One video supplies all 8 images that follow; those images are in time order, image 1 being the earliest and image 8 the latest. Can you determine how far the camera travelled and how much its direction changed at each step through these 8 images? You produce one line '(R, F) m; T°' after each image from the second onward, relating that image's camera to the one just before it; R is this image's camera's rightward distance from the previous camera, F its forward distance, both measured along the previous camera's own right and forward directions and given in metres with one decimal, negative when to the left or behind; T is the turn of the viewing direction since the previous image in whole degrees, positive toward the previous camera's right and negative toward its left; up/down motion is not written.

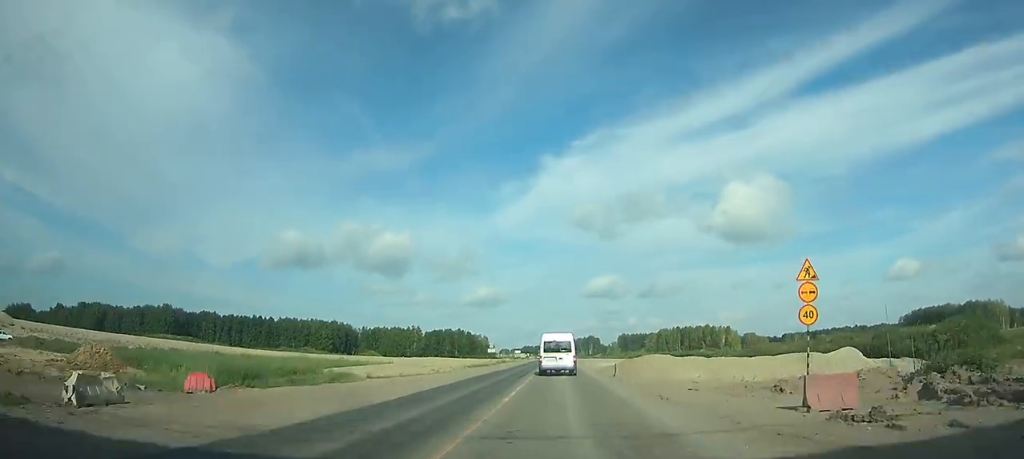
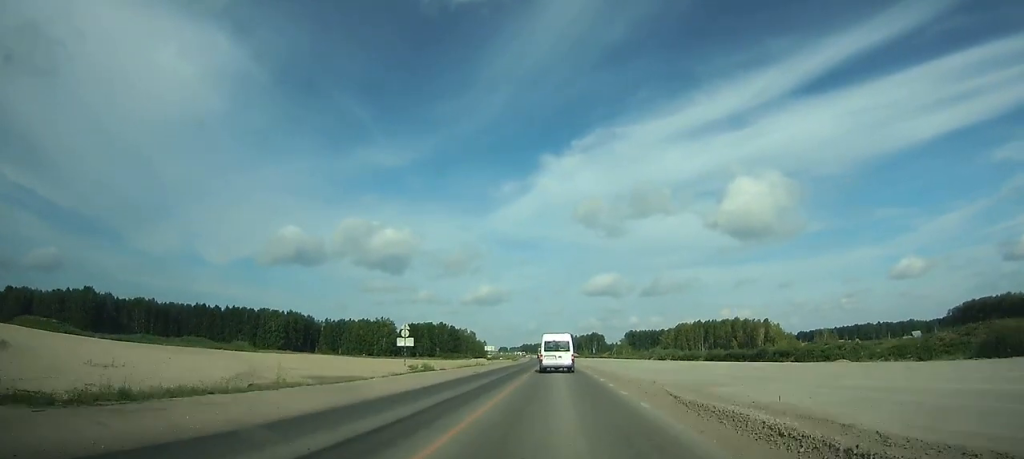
(-0.2, +68.6) m; -1°
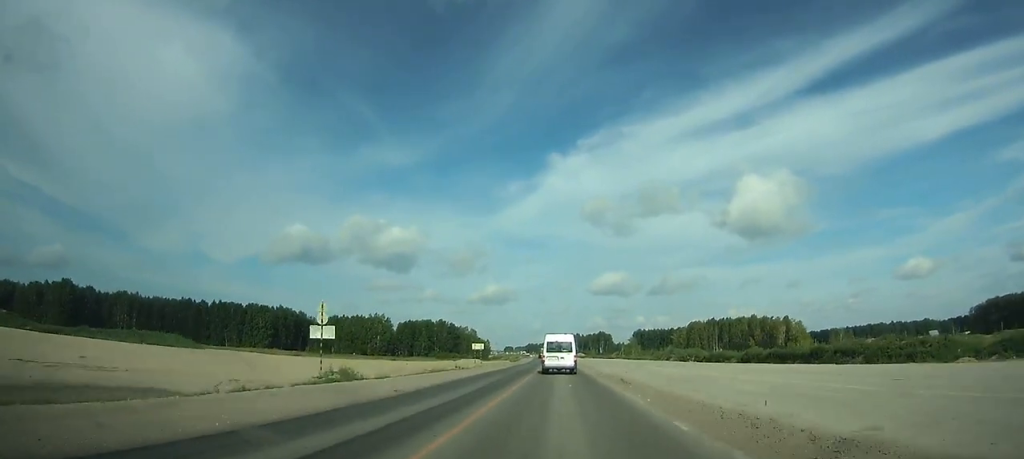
(-0.1, +19.6) m; 0°
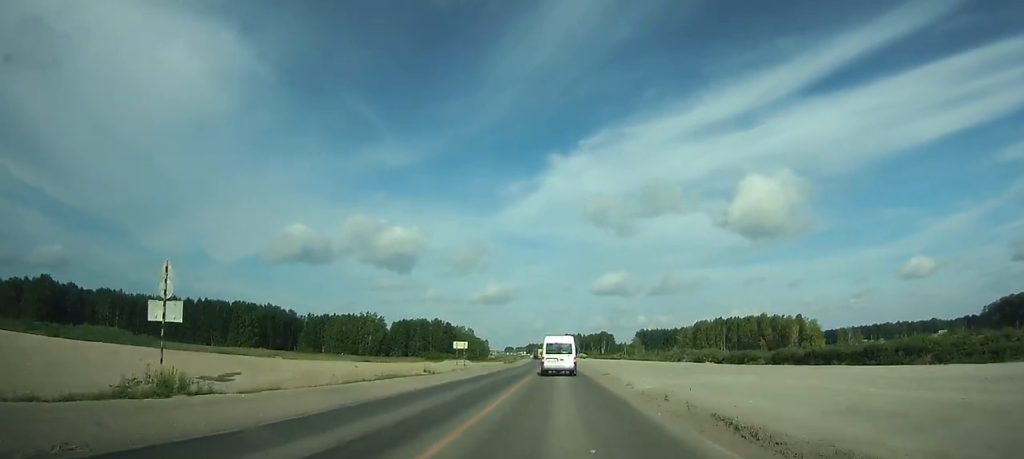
(-0.1, +14.0) m; 0°
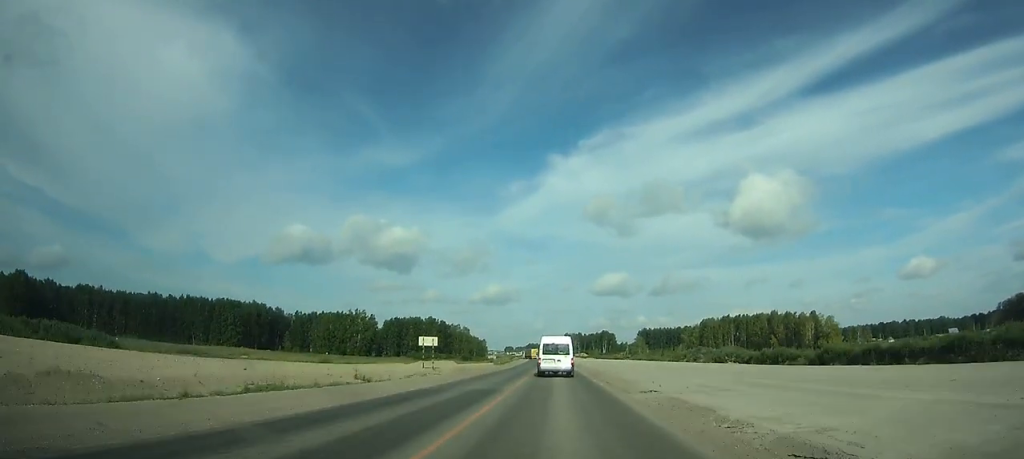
(0.0, +15.1) m; 0°
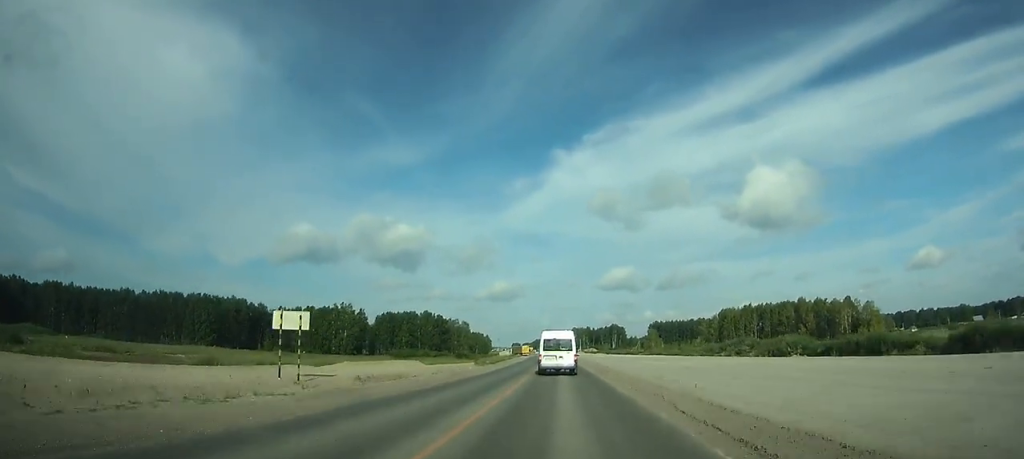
(0.0, +24.1) m; 0°
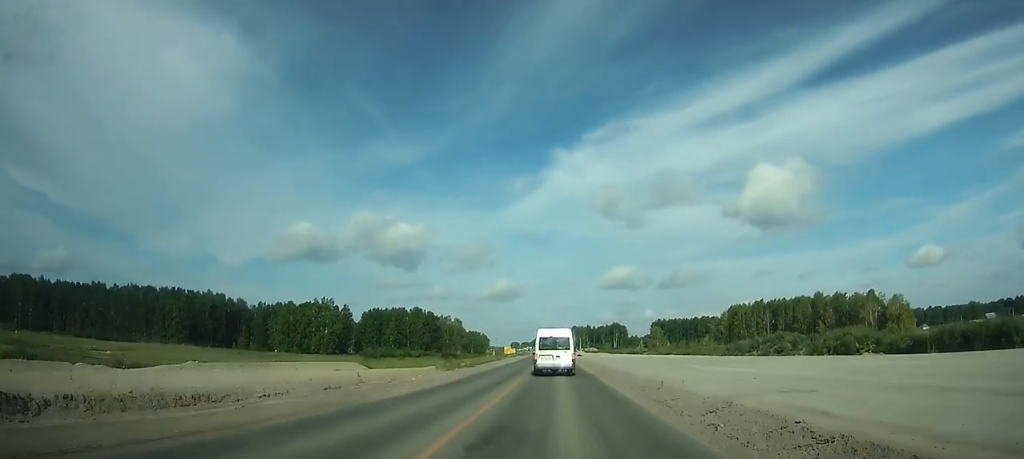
(0.0, +17.4) m; 0°
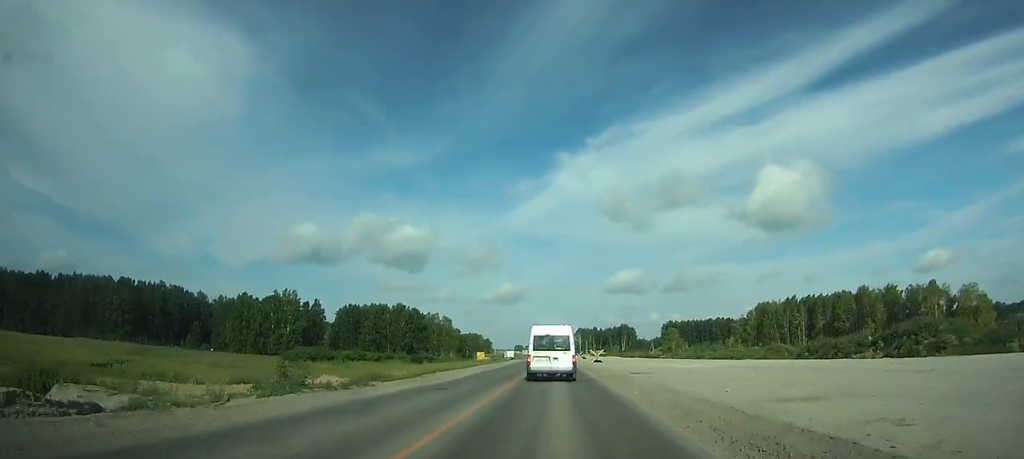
(-0.1, +33.1) m; 0°
